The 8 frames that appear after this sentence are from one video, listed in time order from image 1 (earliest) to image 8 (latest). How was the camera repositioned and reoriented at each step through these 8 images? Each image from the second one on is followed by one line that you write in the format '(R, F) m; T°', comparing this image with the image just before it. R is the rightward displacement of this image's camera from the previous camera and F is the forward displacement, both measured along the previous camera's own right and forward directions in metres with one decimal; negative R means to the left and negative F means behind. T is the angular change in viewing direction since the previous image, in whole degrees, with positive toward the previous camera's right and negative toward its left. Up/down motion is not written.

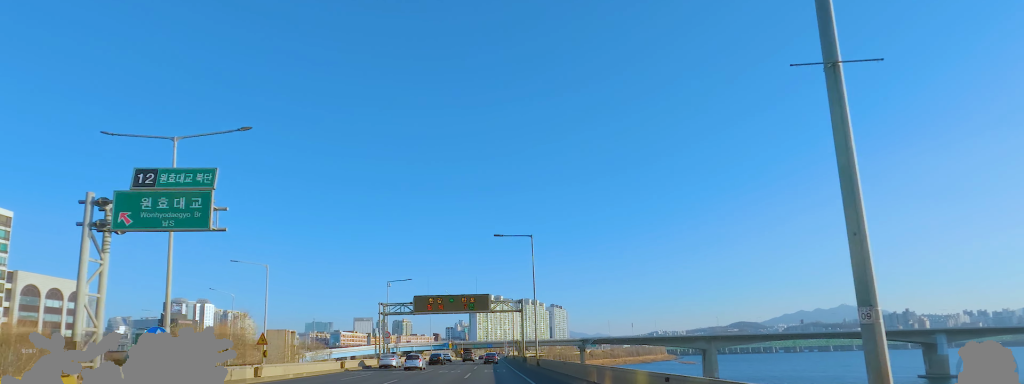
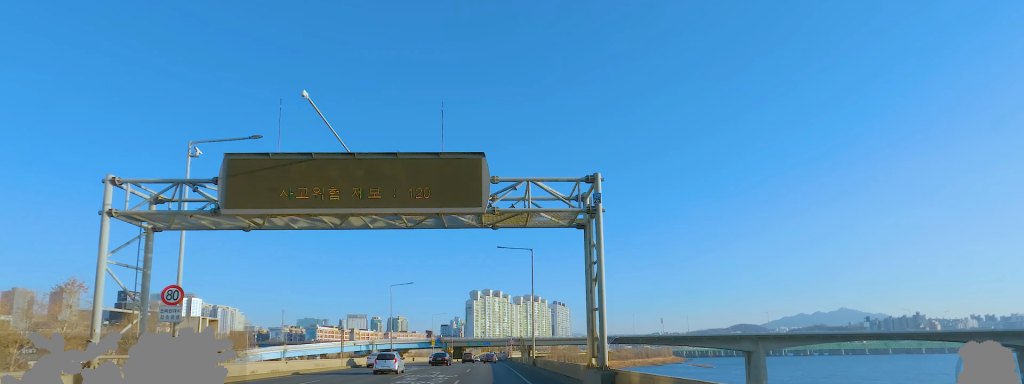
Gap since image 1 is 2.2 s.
(+2.3, +47.0) m; 0°
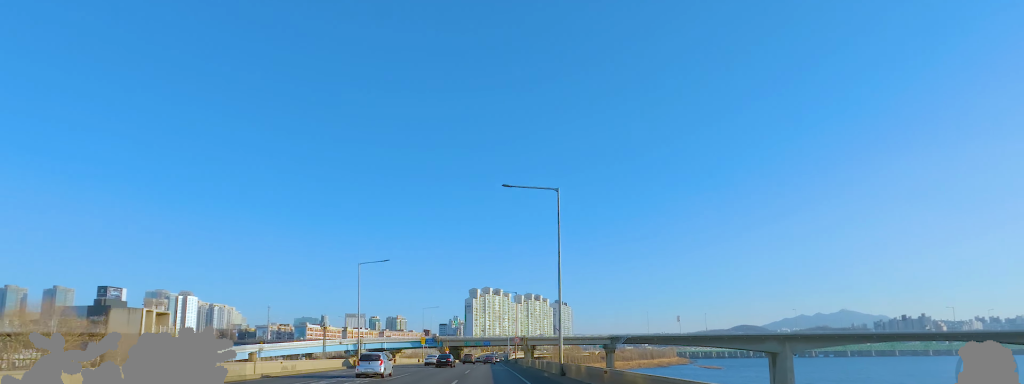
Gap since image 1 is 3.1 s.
(-0.7, +18.4) m; -2°
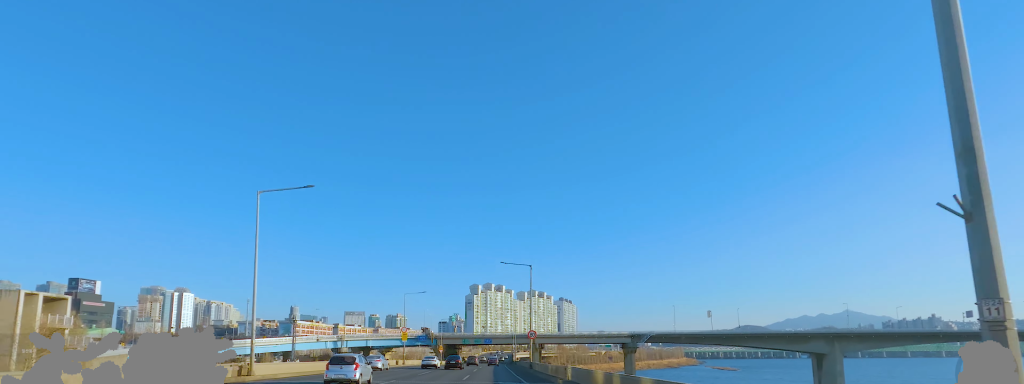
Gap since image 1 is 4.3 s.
(0.0, +25.3) m; +1°
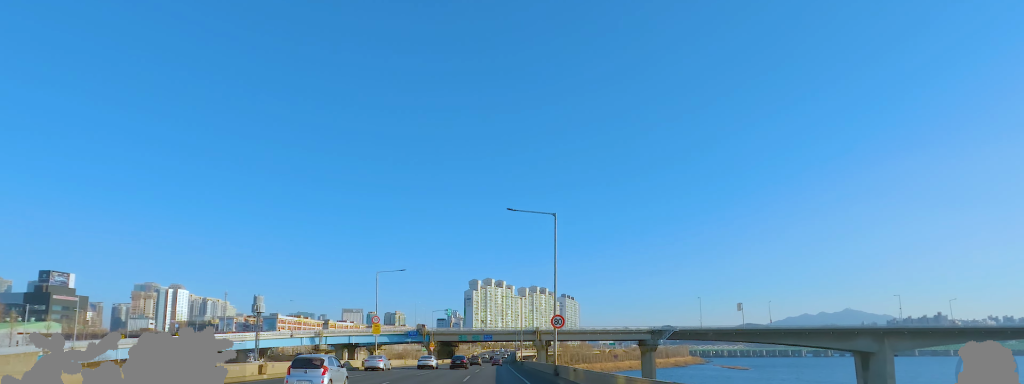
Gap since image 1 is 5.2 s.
(+0.5, +20.2) m; +1°
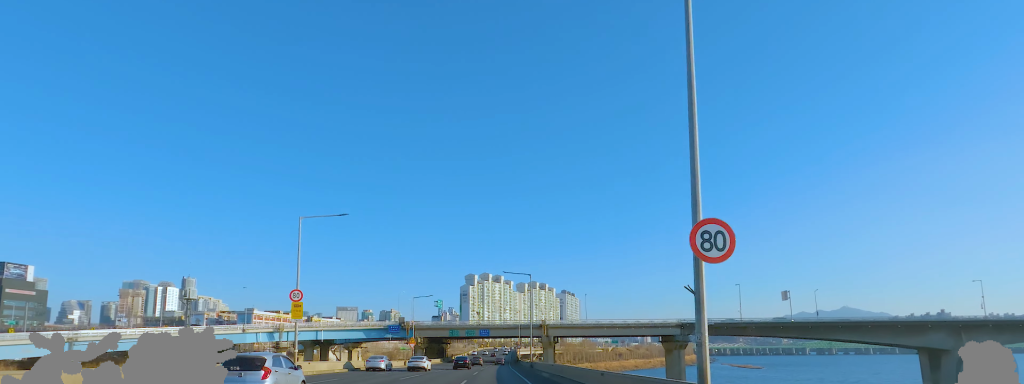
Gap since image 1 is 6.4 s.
(-0.3, +24.5) m; -2°
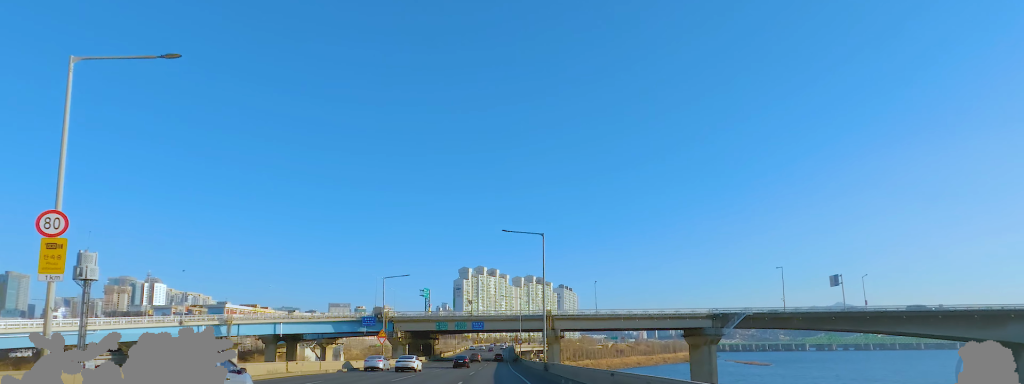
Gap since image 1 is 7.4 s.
(-0.2, +20.4) m; +1°
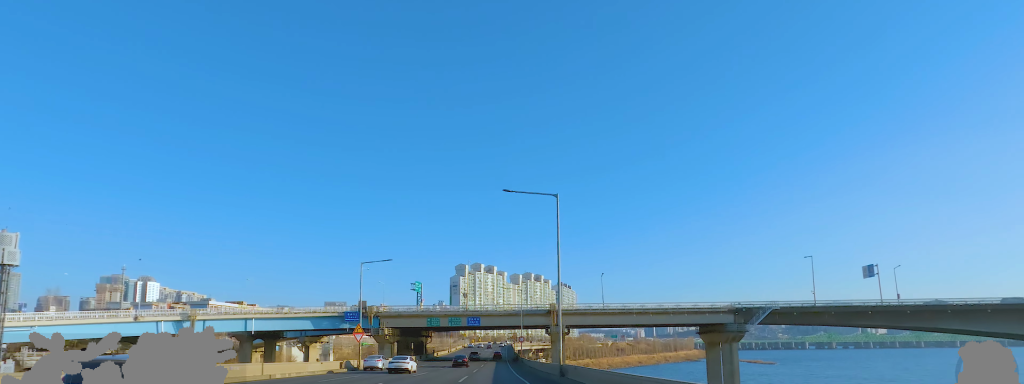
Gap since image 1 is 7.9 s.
(+0.1, +10.5) m; +1°
